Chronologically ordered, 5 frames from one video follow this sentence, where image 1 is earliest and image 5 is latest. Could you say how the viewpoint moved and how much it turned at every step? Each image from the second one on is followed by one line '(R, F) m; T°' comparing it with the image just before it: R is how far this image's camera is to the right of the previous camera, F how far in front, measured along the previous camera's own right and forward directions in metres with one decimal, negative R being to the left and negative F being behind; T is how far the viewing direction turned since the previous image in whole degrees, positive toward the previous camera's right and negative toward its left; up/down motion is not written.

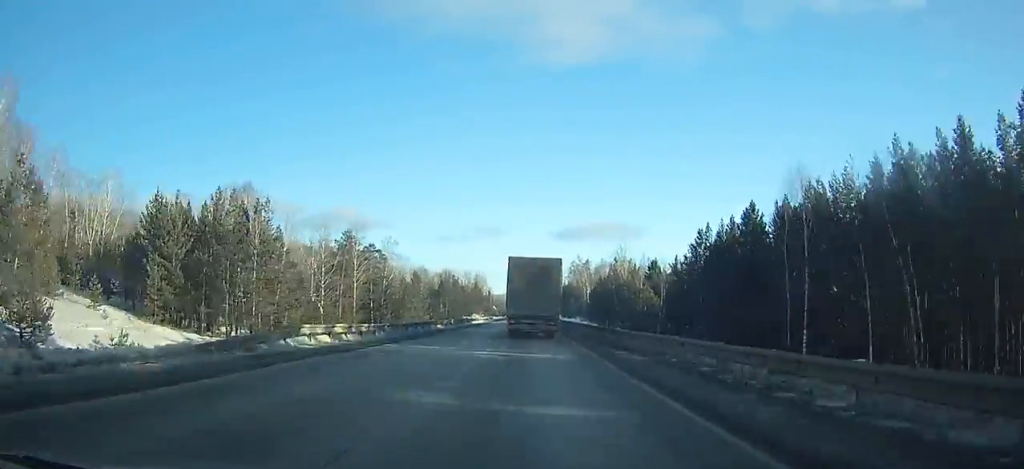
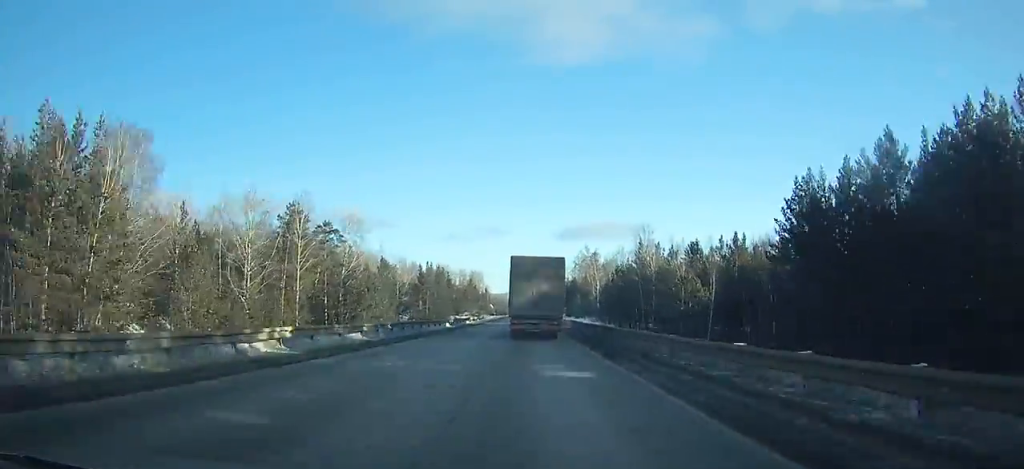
(-0.1, +25.1) m; 0°
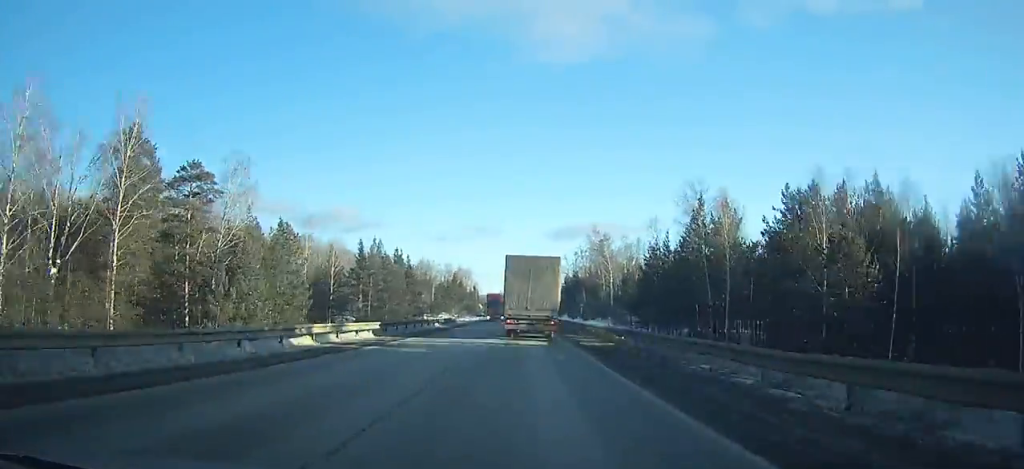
(+0.2, +34.9) m; 0°
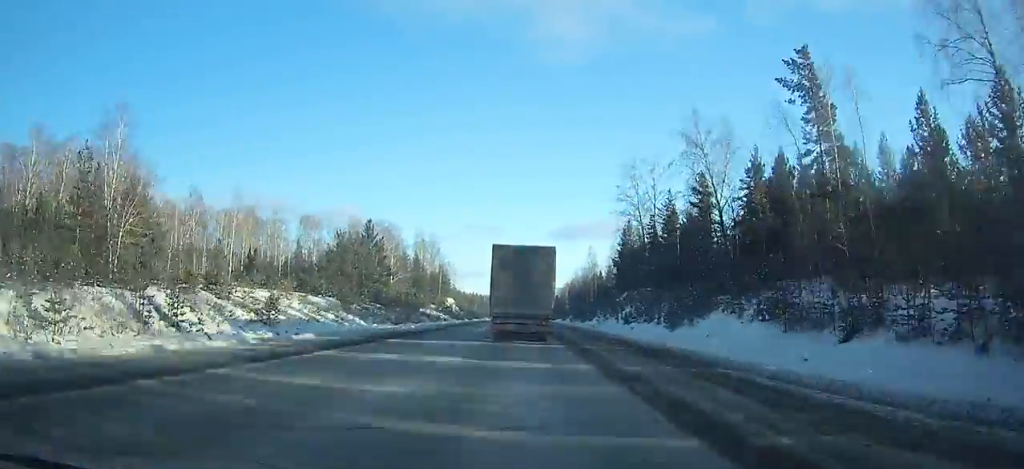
(-0.3, +124.4) m; 0°
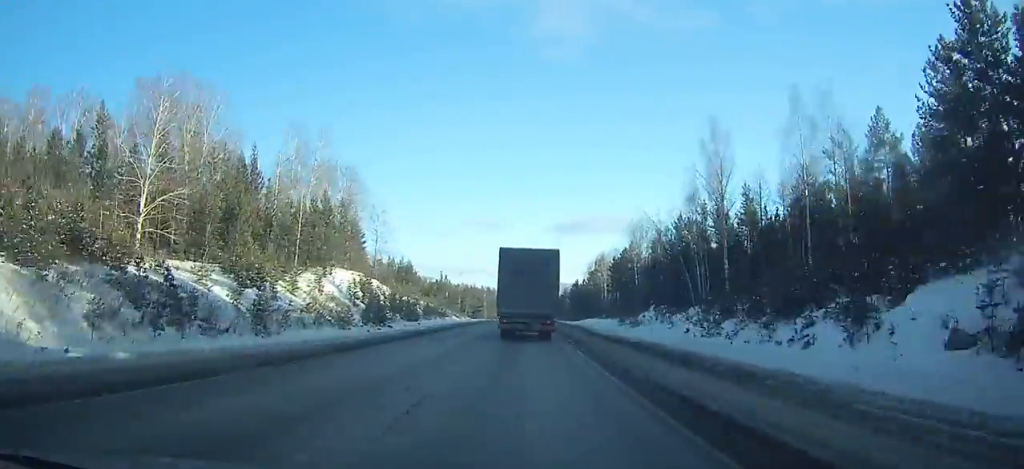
(+0.1, +101.1) m; 0°
